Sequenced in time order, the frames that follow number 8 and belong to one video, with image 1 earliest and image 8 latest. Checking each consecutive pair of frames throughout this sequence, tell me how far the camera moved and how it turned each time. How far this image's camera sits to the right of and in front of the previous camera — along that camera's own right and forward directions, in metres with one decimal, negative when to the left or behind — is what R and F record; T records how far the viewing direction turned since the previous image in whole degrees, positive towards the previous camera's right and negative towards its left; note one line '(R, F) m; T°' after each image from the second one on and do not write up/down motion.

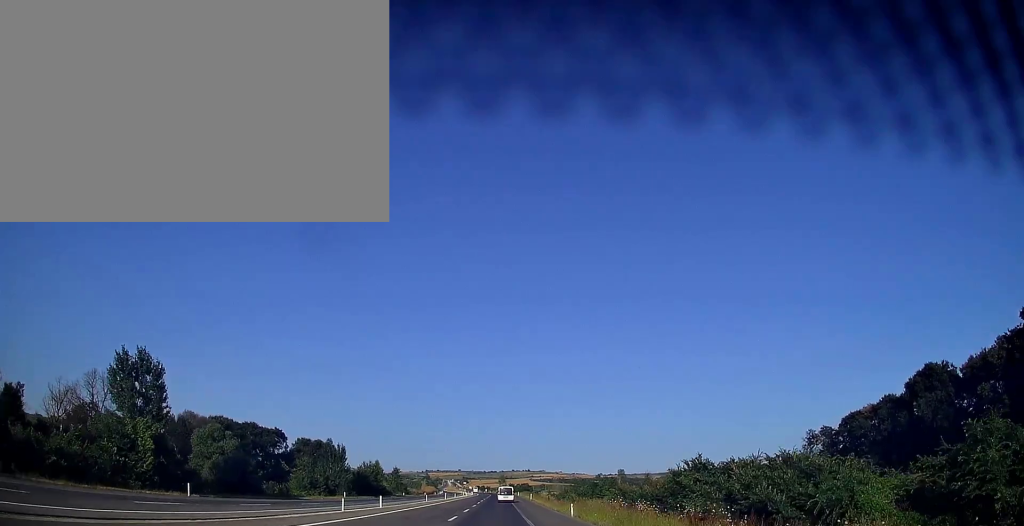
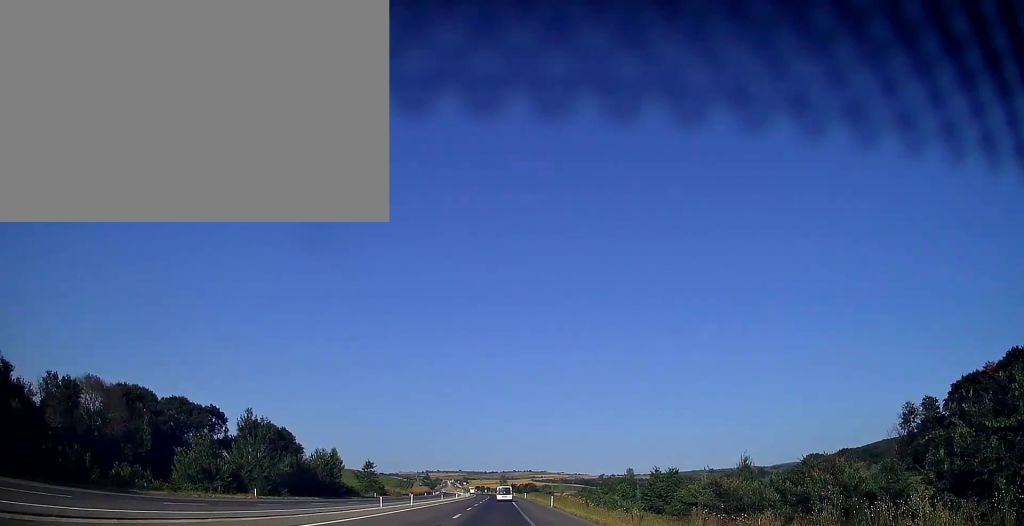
(0.0, +34.5) m; 0°
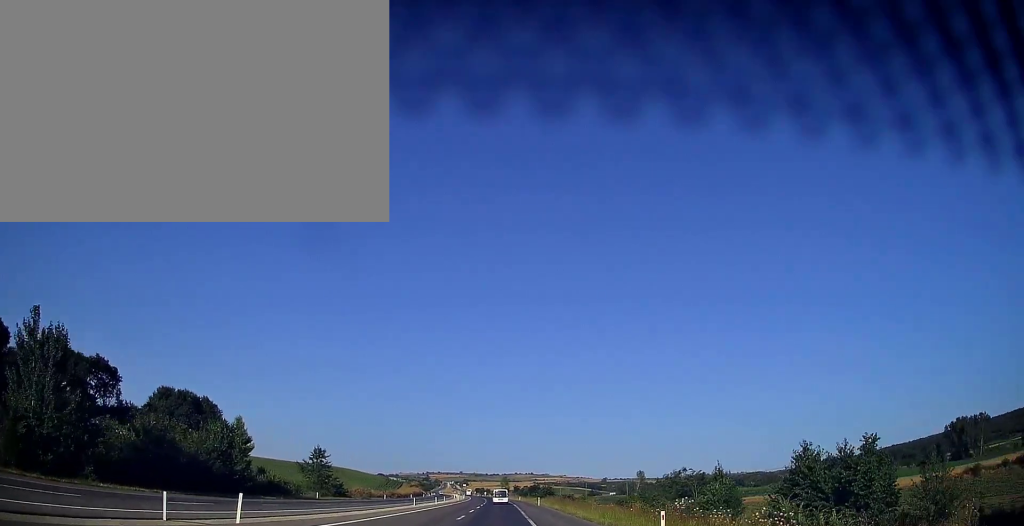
(-0.1, +35.4) m; 0°
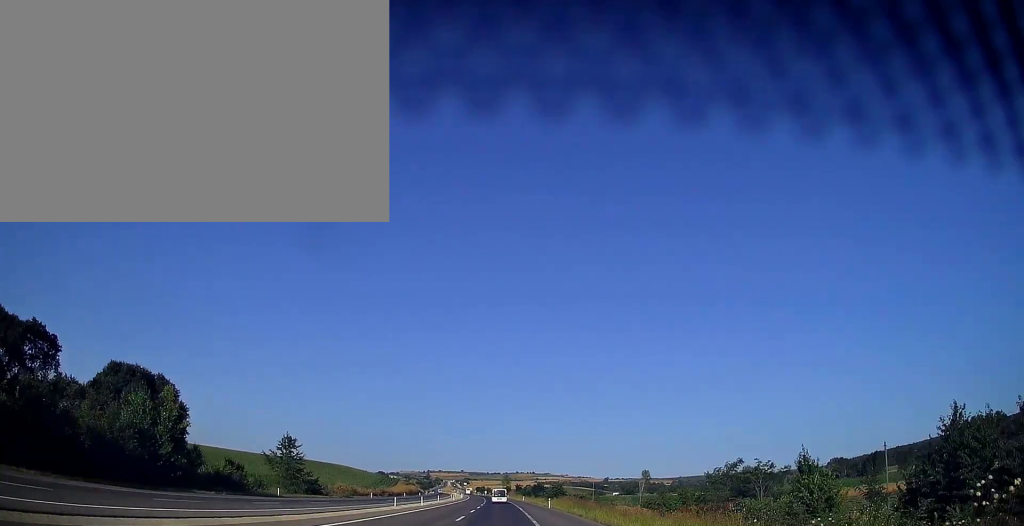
(0.0, +13.8) m; 0°
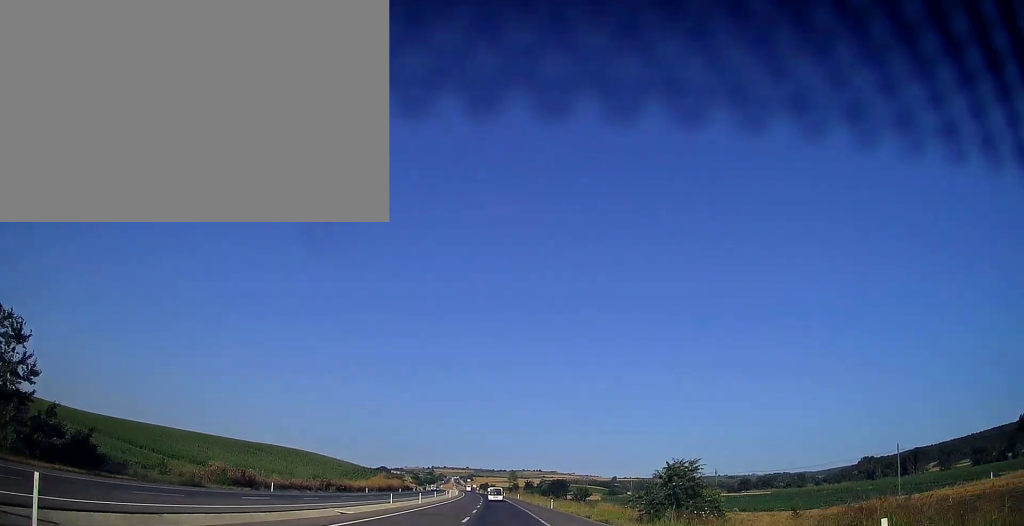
(-0.1, +50.0) m; 0°
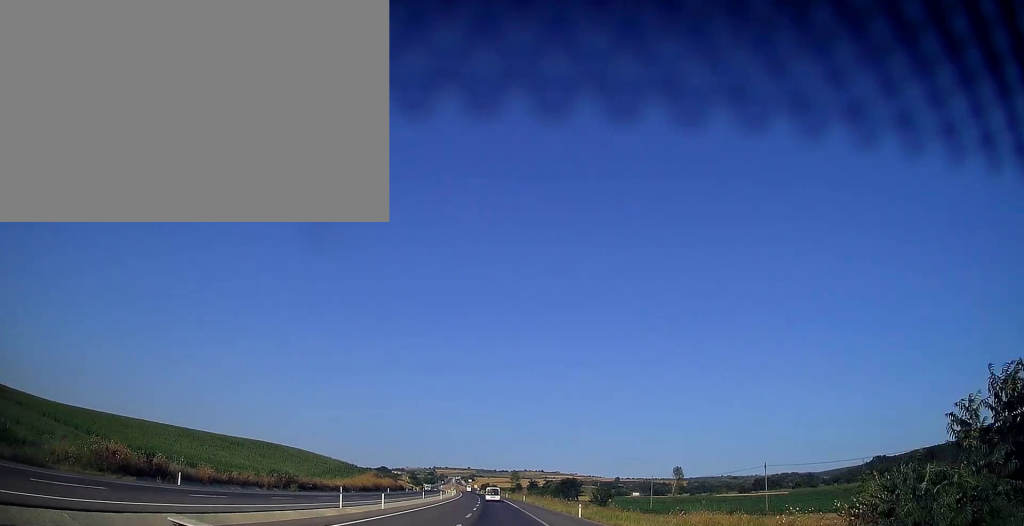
(-0.1, +18.6) m; -1°
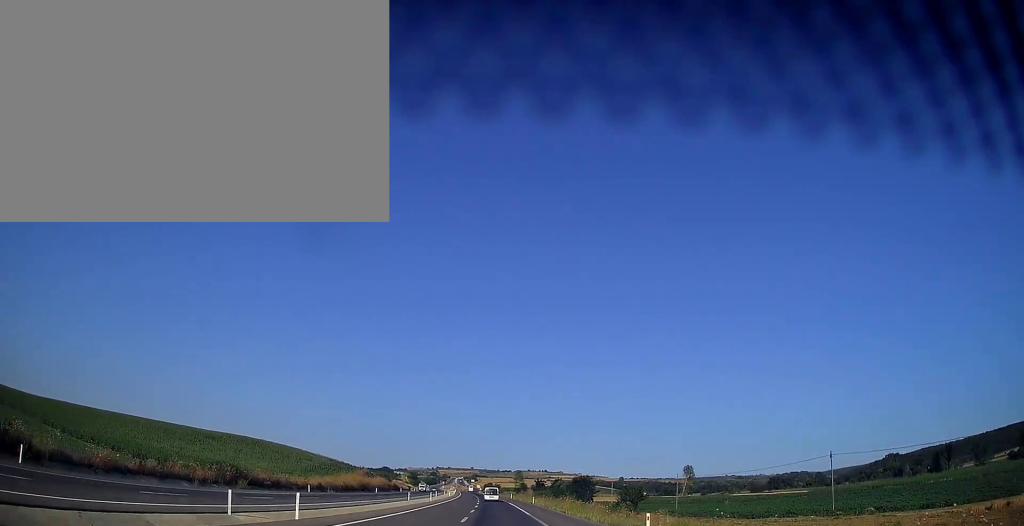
(0.0, +15.6) m; 0°
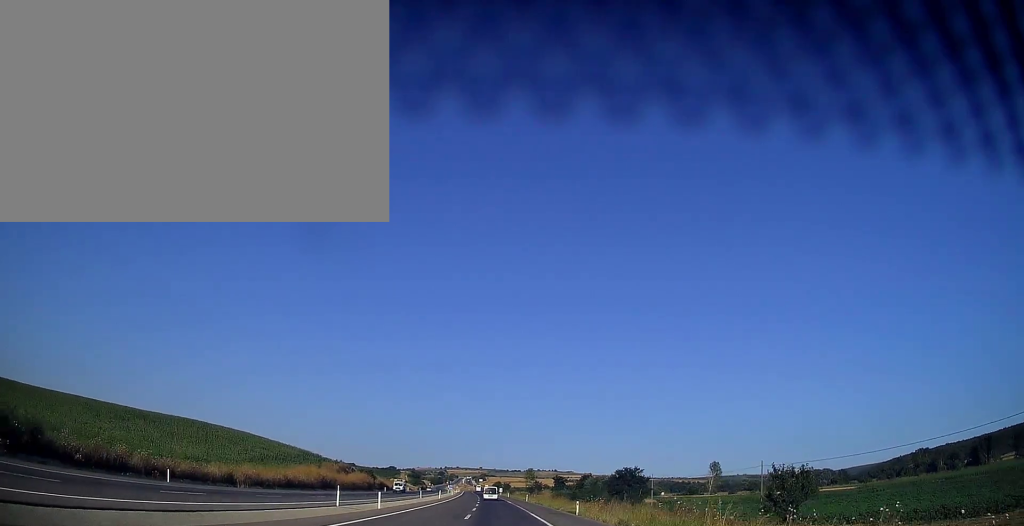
(-0.3, +35.3) m; -1°
